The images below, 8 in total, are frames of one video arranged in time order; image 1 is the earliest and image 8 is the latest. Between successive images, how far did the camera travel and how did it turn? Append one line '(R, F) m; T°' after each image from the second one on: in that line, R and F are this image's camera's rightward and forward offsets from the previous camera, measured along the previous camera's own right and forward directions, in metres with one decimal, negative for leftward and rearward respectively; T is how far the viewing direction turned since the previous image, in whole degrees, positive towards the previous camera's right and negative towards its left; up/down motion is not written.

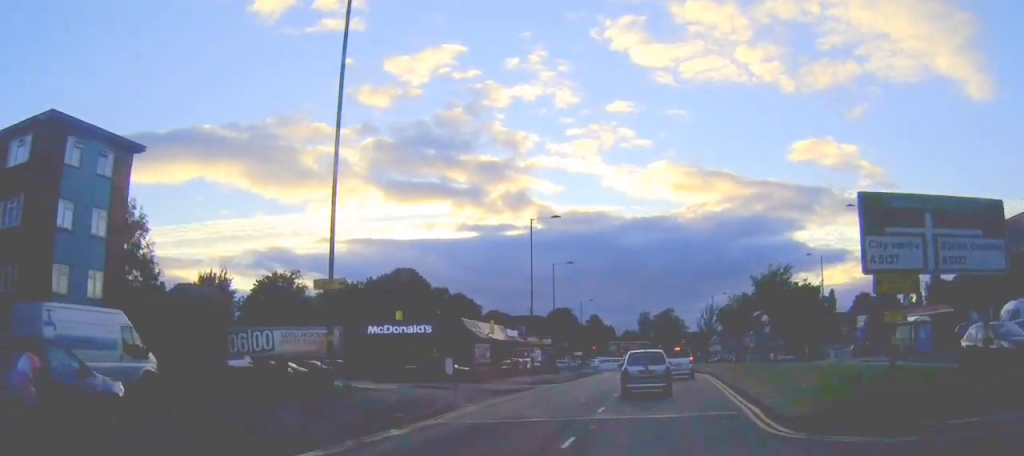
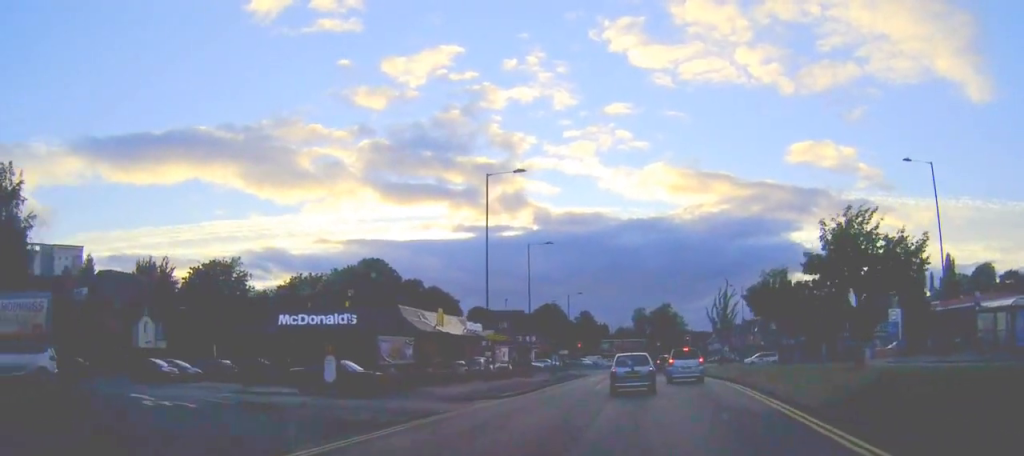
(0.0, +15.2) m; 0°
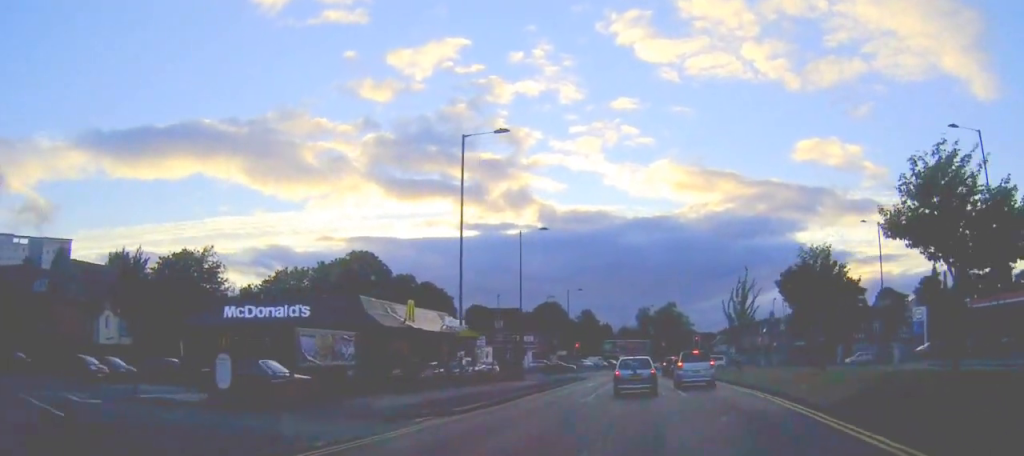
(0.0, +7.2) m; 0°
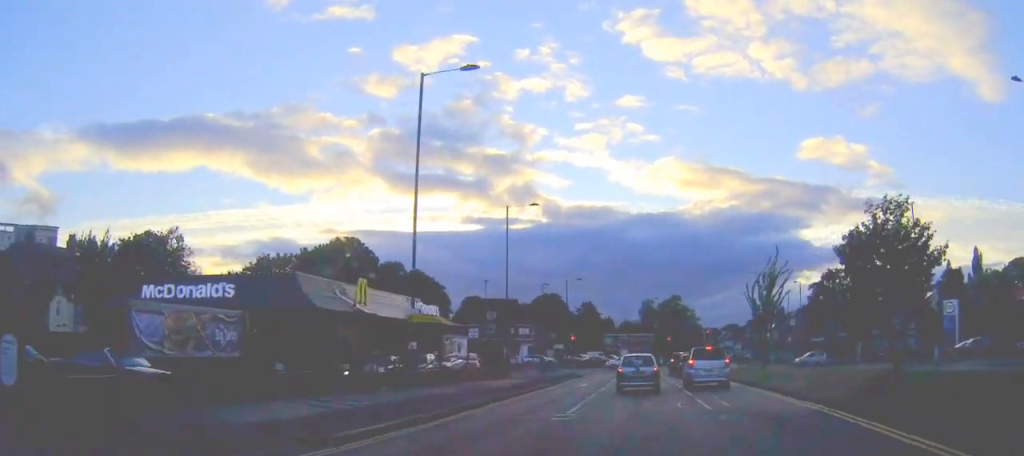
(0.0, +7.9) m; 0°
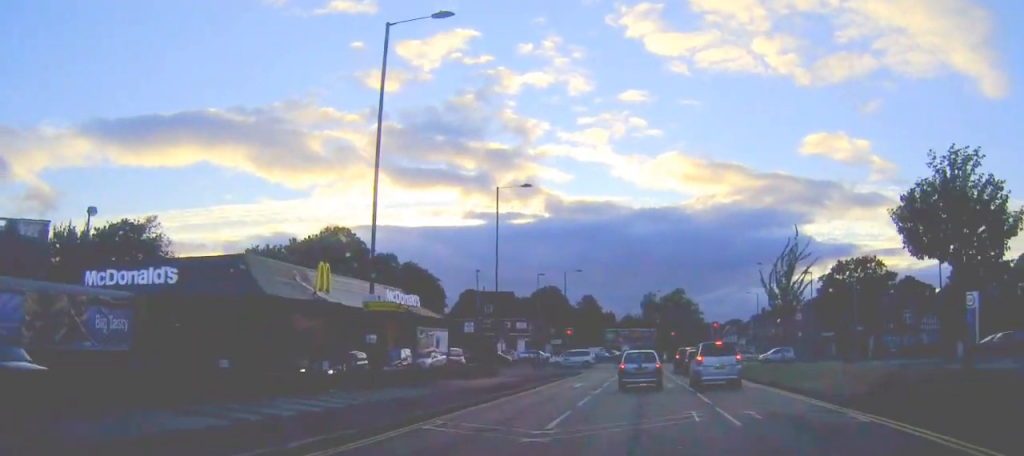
(0.0, +4.4) m; 0°
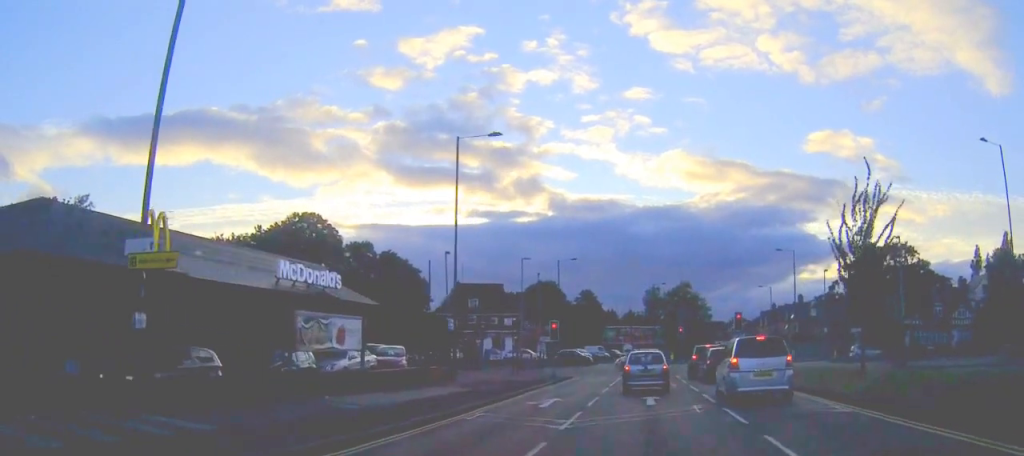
(0.0, +11.6) m; -1°
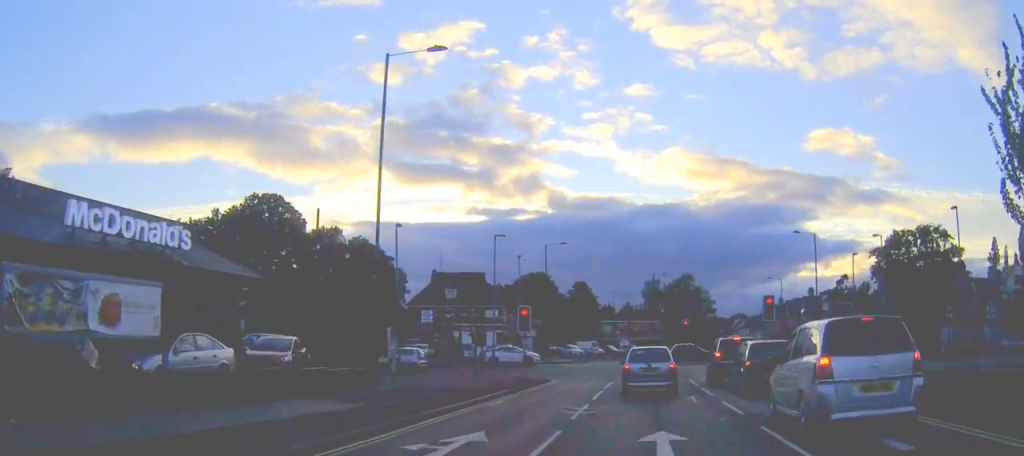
(0.0, +11.1) m; 0°
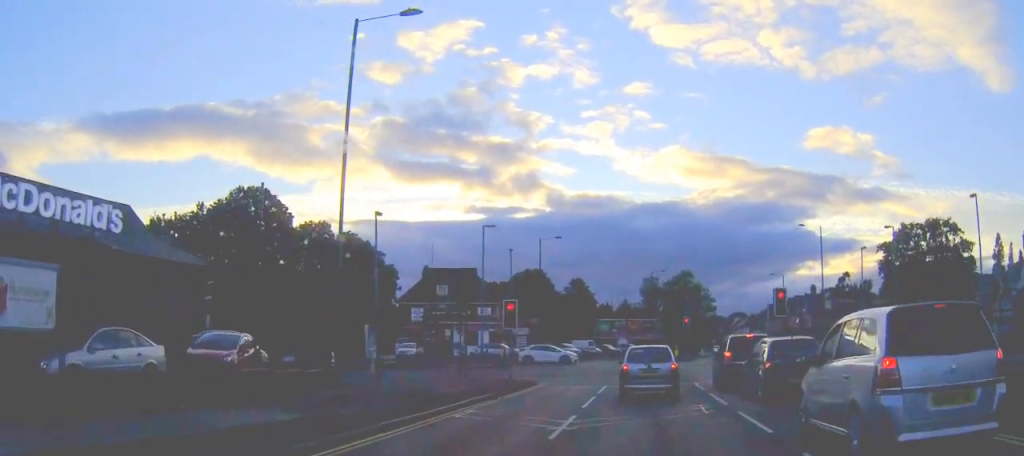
(0.0, +3.4) m; 0°
